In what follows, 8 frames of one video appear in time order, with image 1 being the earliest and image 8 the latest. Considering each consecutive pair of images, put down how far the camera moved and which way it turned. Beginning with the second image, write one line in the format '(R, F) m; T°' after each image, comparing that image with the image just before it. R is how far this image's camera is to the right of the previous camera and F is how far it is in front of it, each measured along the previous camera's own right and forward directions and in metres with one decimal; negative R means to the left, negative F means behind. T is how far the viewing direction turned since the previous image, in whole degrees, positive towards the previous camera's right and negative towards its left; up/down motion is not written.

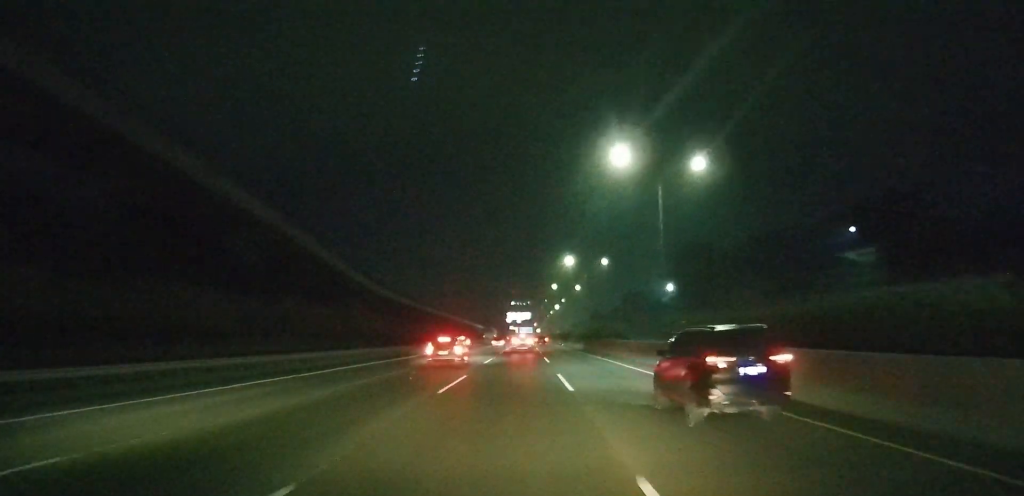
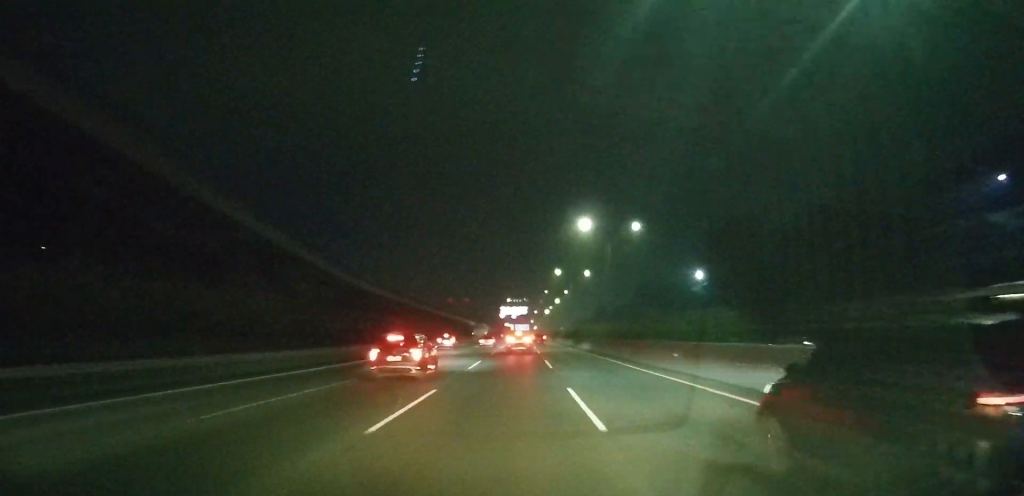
(0.0, +29.2) m; 0°
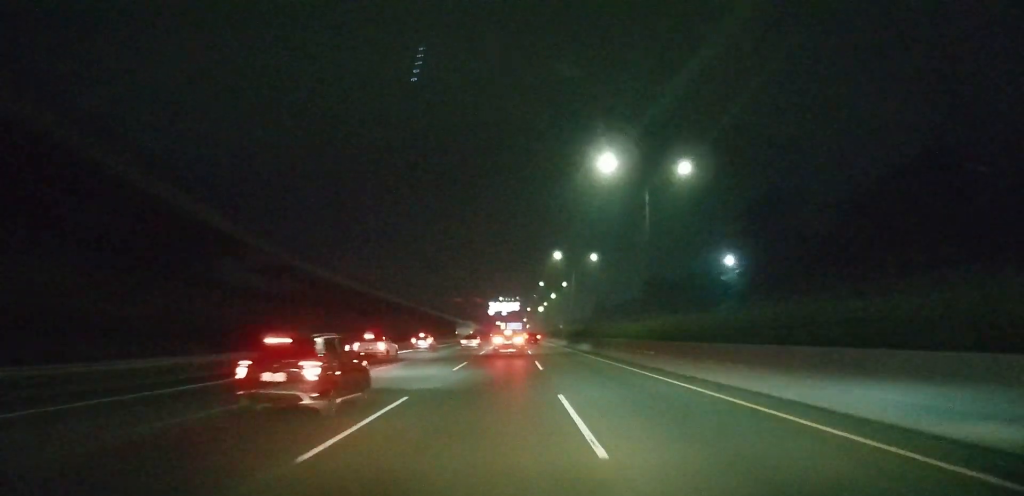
(0.0, +22.0) m; +1°
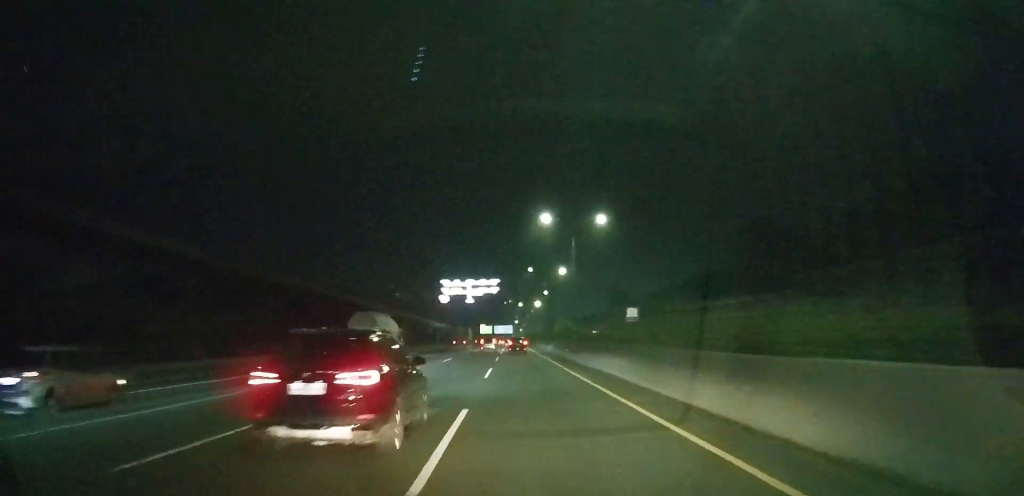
(+2.0, +75.2) m; +2°
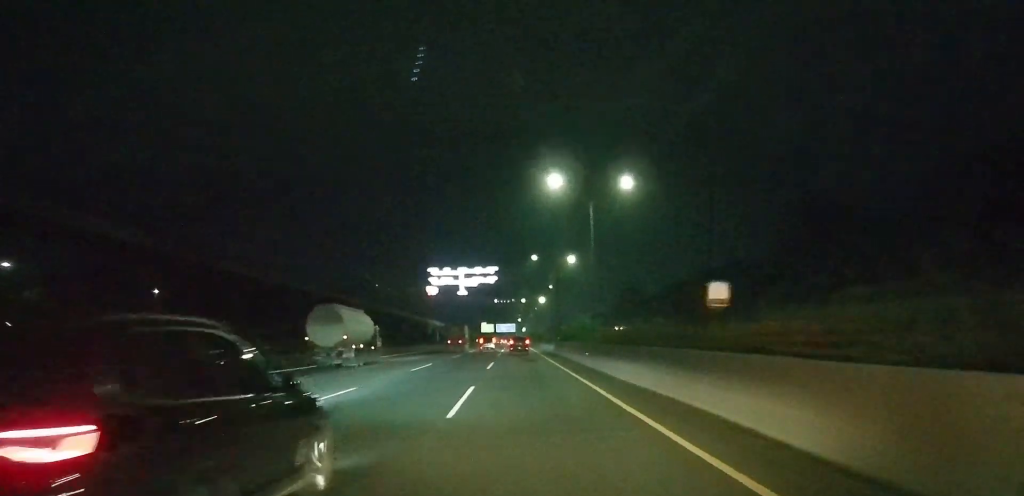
(0.0, +10.4) m; 0°
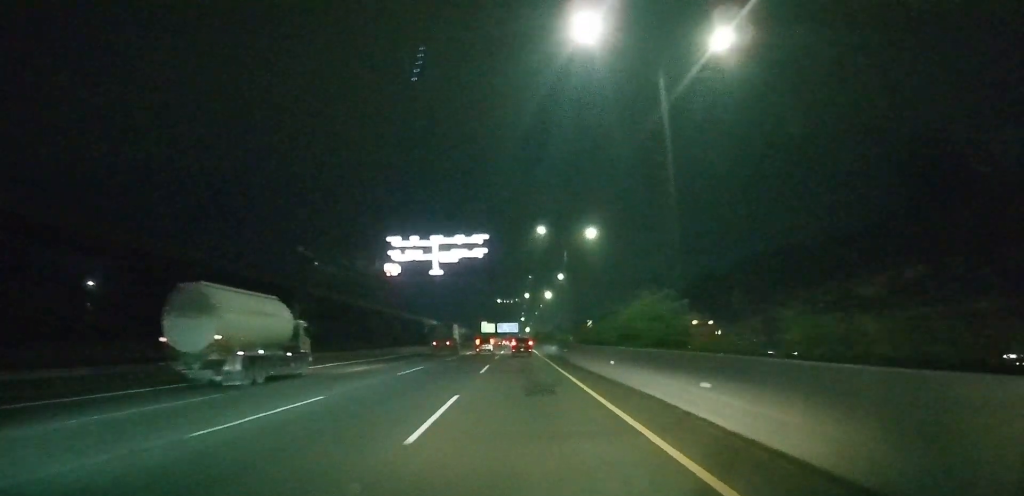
(-0.1, +18.9) m; 0°
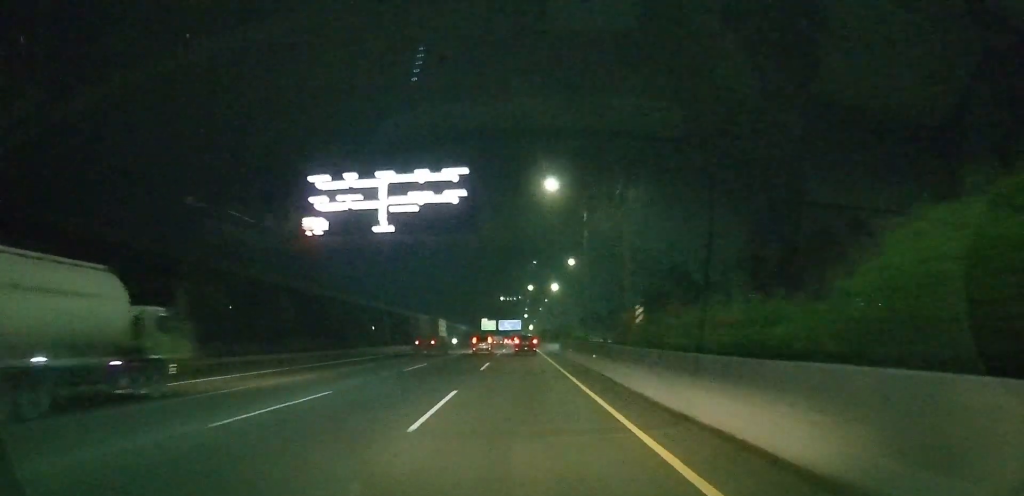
(0.0, +15.7) m; 0°
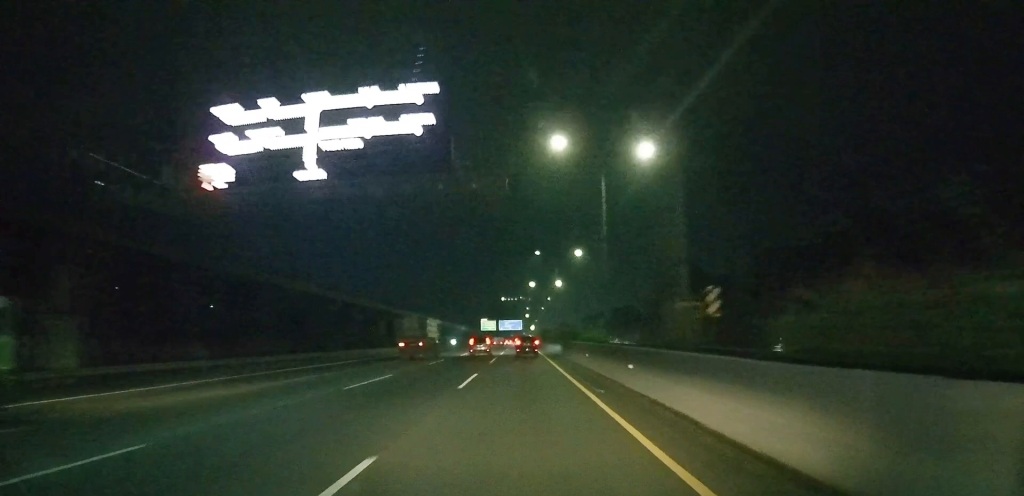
(0.0, +9.3) m; 0°
